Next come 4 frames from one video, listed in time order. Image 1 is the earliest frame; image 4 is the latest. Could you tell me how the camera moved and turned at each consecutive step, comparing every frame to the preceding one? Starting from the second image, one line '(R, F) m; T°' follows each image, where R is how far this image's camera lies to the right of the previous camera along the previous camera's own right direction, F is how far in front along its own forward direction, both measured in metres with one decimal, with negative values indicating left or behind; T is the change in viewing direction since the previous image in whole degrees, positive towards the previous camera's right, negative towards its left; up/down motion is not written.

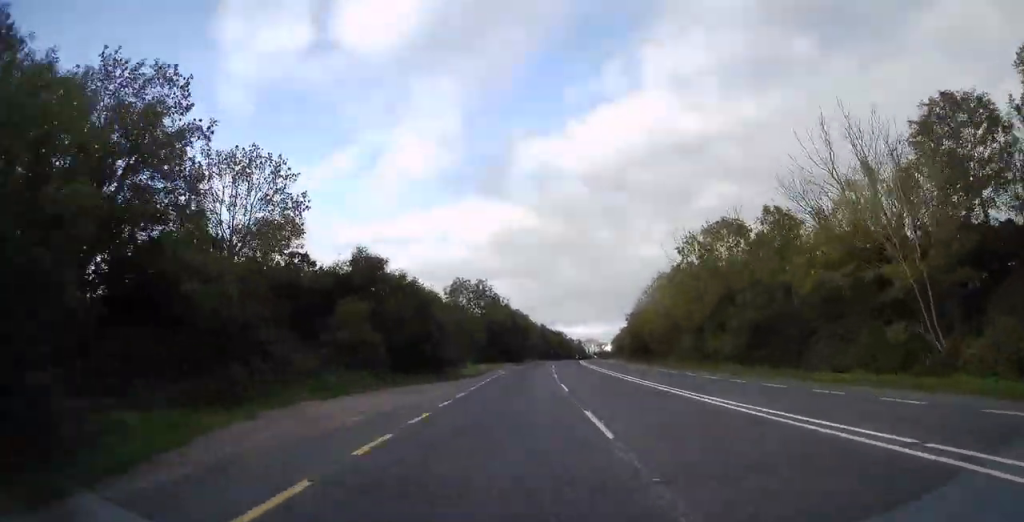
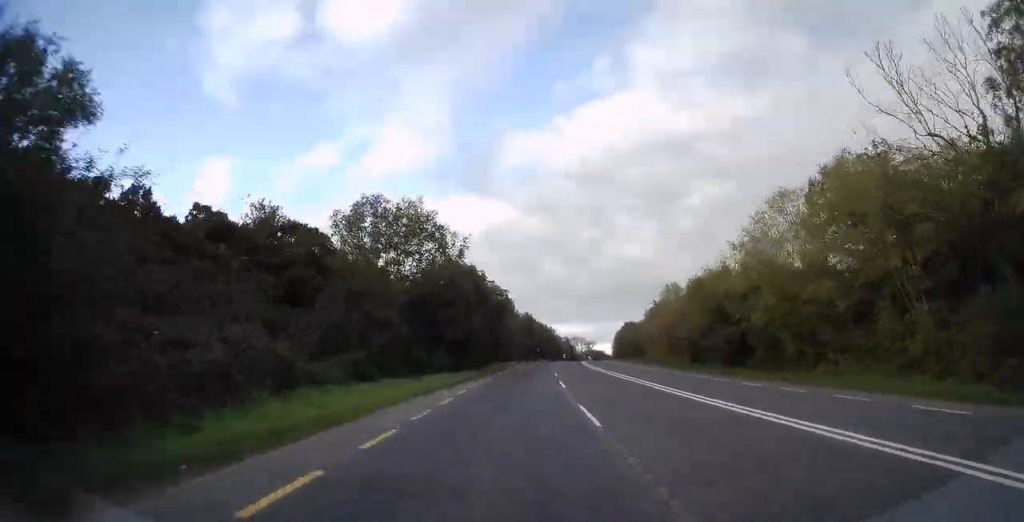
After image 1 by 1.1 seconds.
(+1.0, +33.8) m; +3°
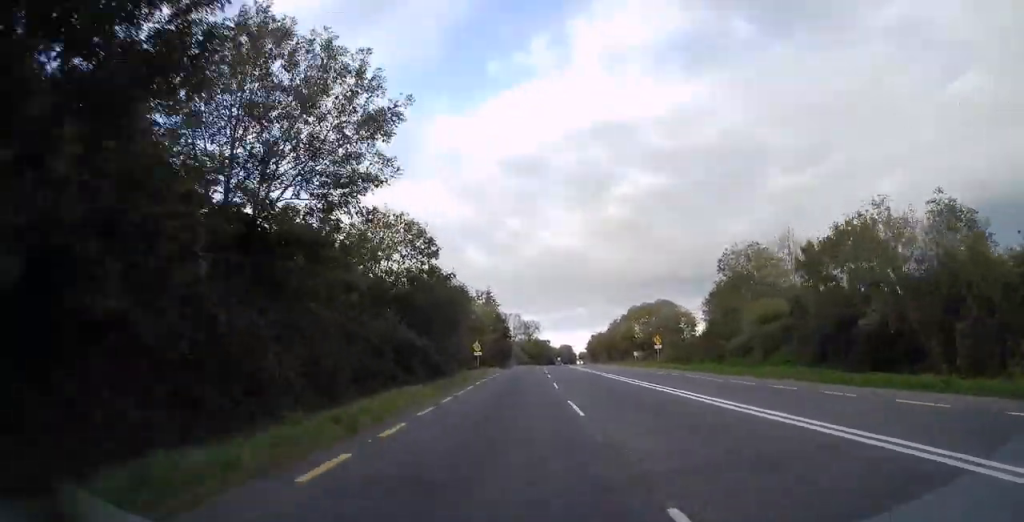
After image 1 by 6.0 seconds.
(+14.4, +153.6) m; +10°
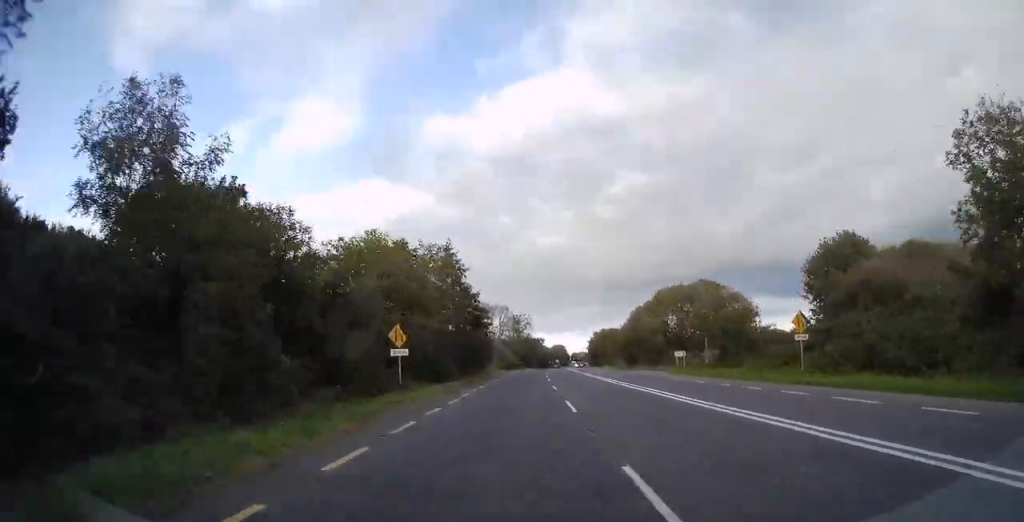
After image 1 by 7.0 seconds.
(+0.4, +32.6) m; +1°
